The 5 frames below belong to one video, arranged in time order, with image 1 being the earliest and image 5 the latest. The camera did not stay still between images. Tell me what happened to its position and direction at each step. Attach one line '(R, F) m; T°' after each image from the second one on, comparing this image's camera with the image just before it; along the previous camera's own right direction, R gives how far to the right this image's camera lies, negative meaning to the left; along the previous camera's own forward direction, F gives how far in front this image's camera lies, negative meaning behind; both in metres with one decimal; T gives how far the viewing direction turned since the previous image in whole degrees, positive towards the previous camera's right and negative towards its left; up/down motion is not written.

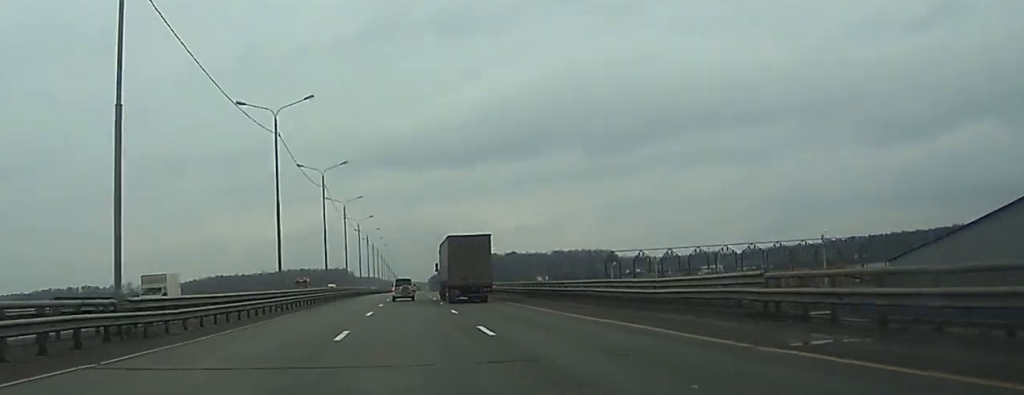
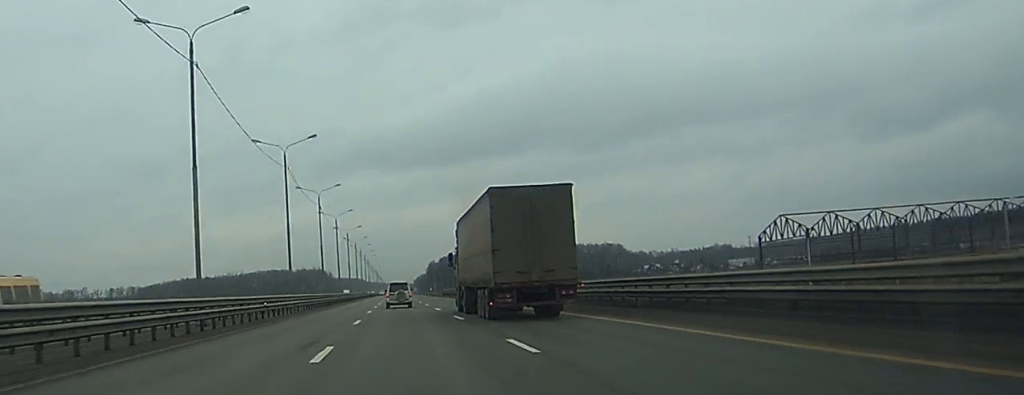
(+0.5, +85.6) m; +1°
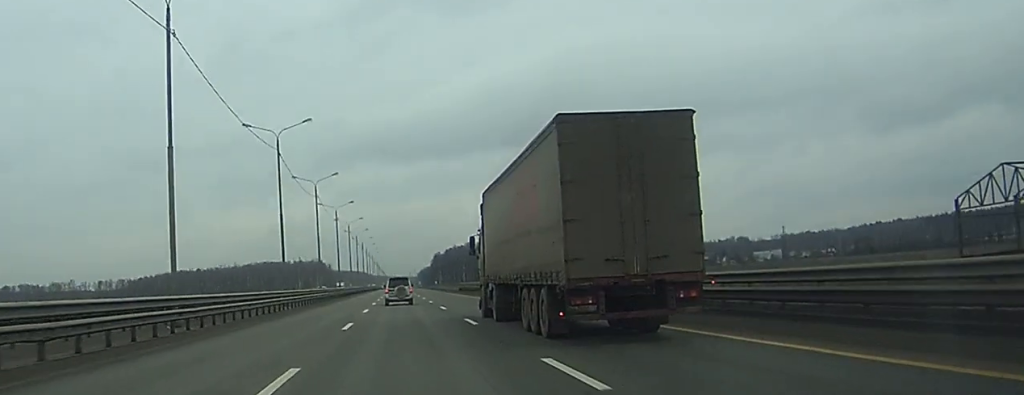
(0.0, +34.9) m; 0°
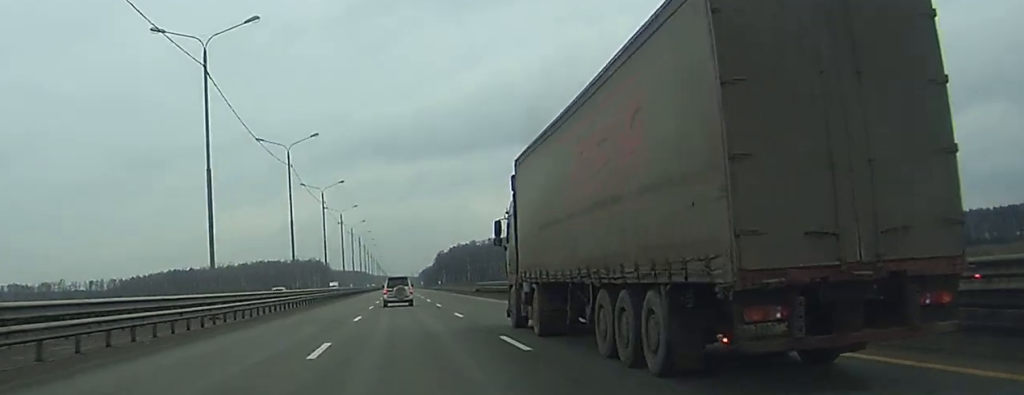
(0.0, +23.1) m; 0°
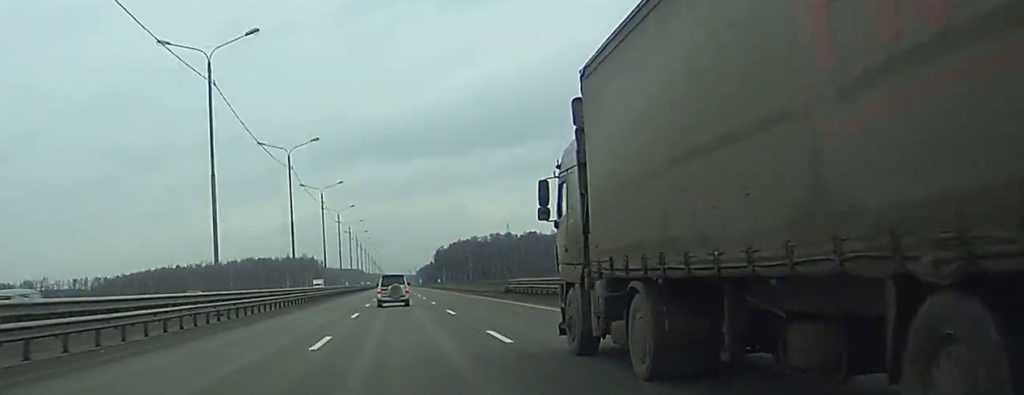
(0.0, +27.2) m; 0°
